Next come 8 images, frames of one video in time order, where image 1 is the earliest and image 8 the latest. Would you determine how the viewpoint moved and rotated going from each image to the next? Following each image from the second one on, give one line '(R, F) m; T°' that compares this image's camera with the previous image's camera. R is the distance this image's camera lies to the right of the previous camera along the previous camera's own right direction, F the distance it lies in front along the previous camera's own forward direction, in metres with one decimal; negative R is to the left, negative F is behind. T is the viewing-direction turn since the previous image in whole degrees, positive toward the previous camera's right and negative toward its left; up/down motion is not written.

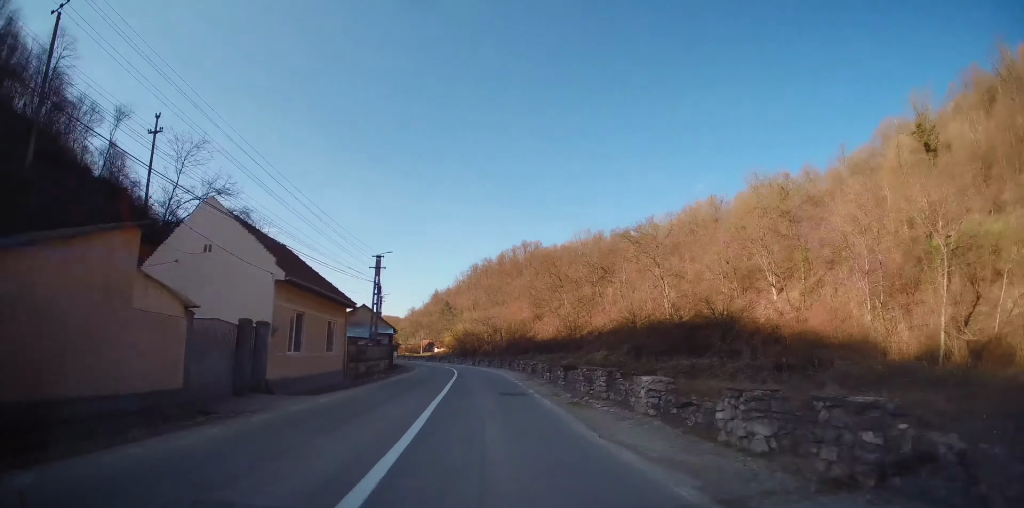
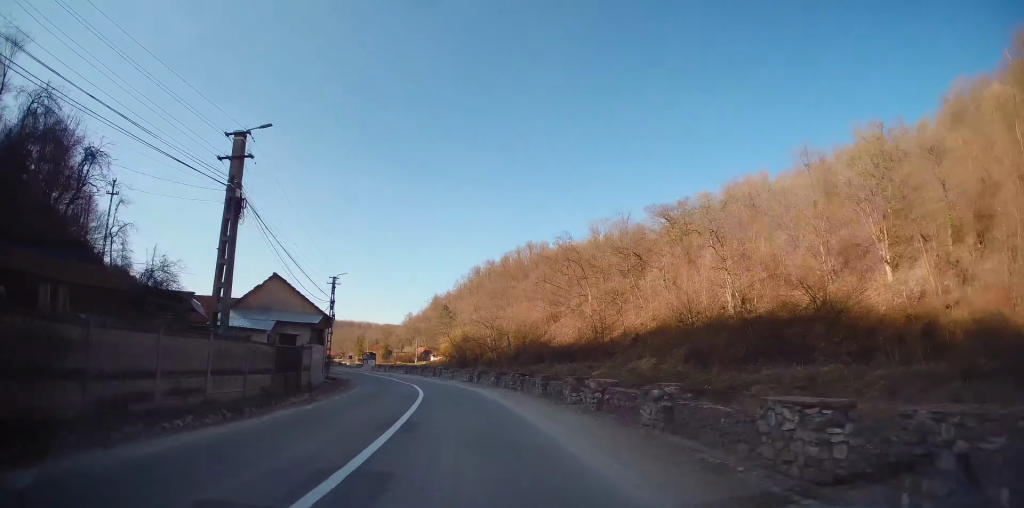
(+0.3, +23.9) m; +1°
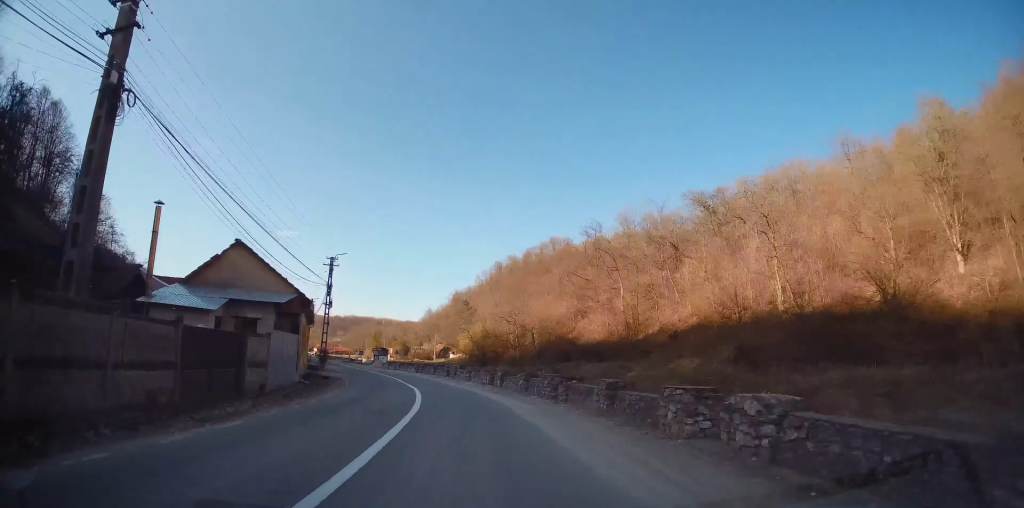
(+0.1, +7.6) m; 0°
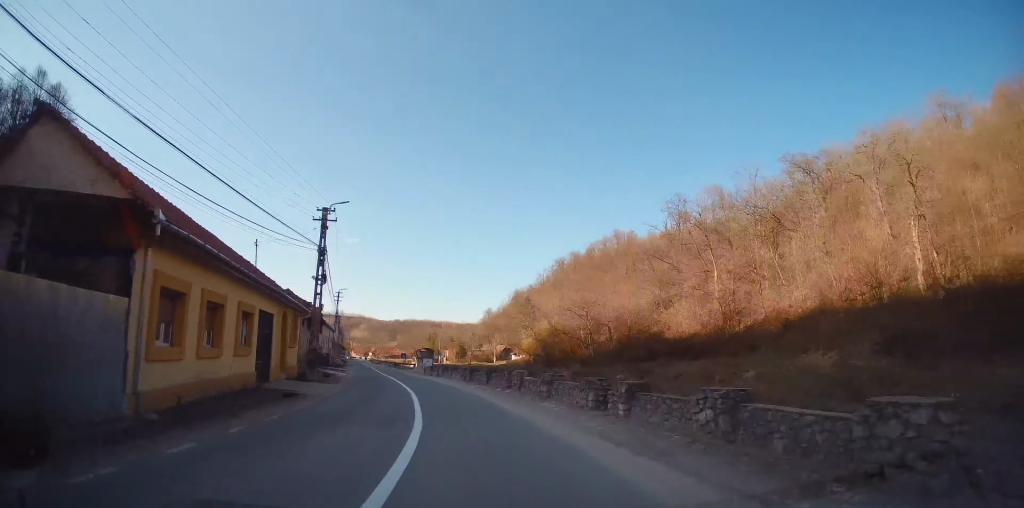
(-0.3, +15.2) m; -6°
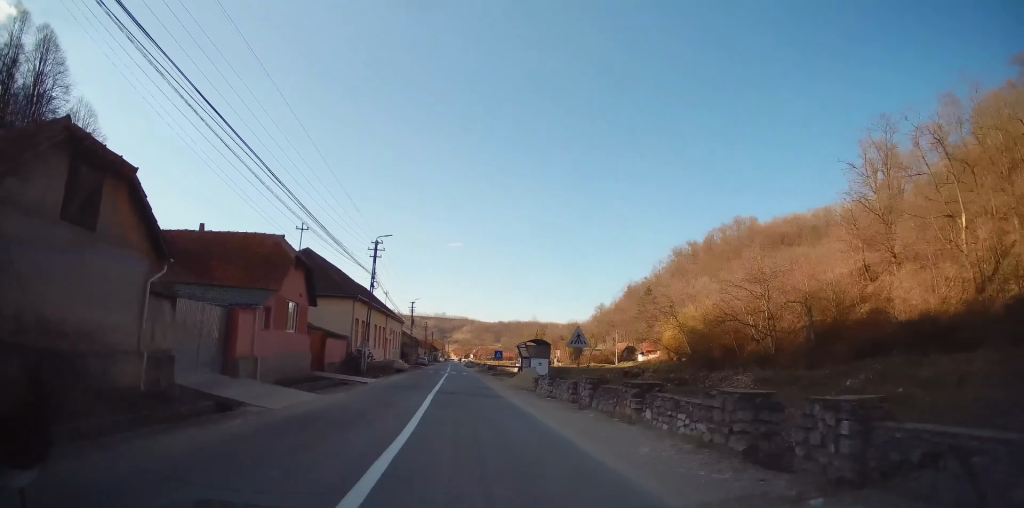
(-3.2, +27.3) m; -10°
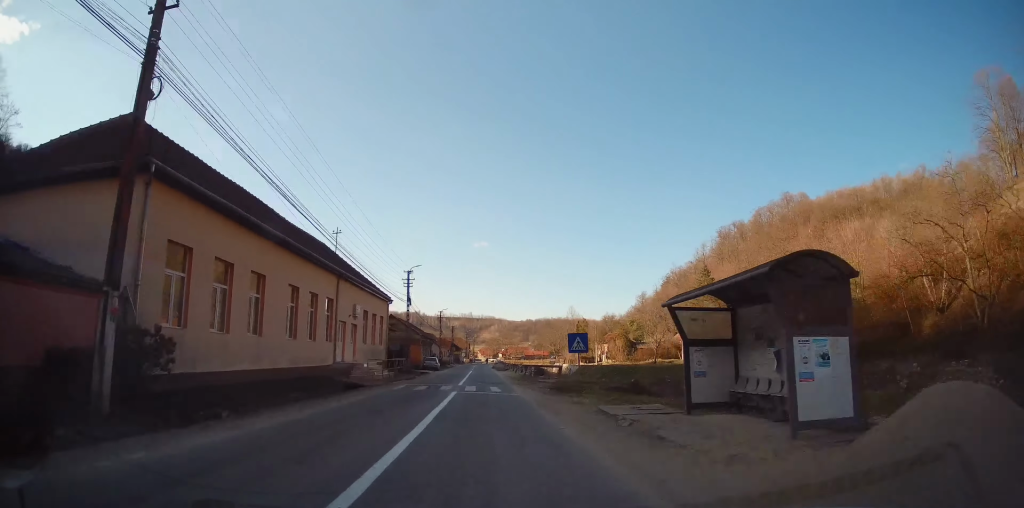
(-1.4, +25.9) m; -6°
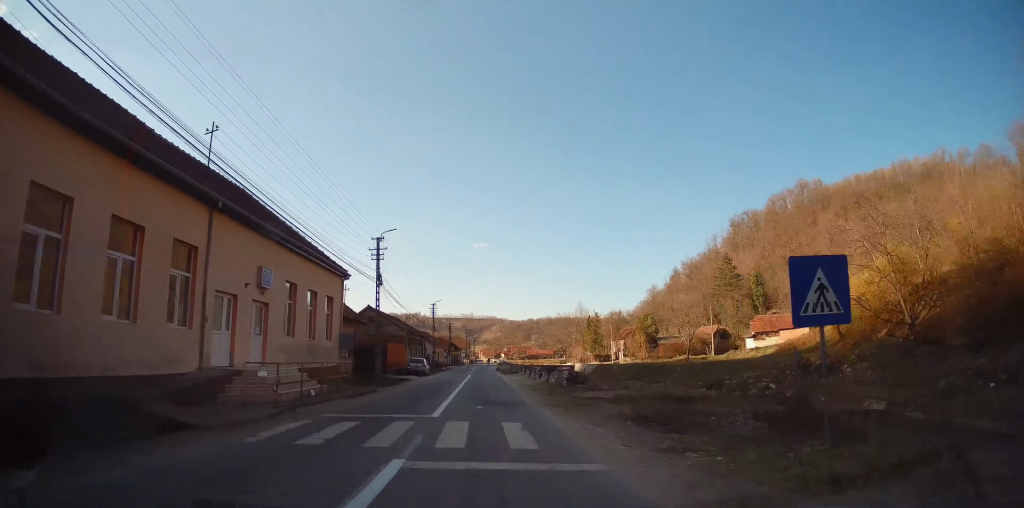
(-0.4, +13.1) m; -2°
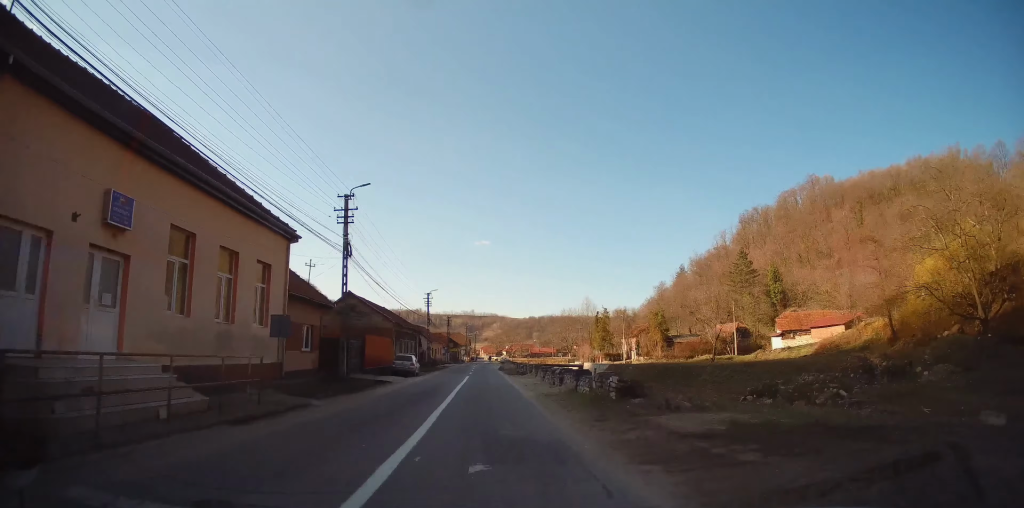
(0.0, +8.0) m; 0°
